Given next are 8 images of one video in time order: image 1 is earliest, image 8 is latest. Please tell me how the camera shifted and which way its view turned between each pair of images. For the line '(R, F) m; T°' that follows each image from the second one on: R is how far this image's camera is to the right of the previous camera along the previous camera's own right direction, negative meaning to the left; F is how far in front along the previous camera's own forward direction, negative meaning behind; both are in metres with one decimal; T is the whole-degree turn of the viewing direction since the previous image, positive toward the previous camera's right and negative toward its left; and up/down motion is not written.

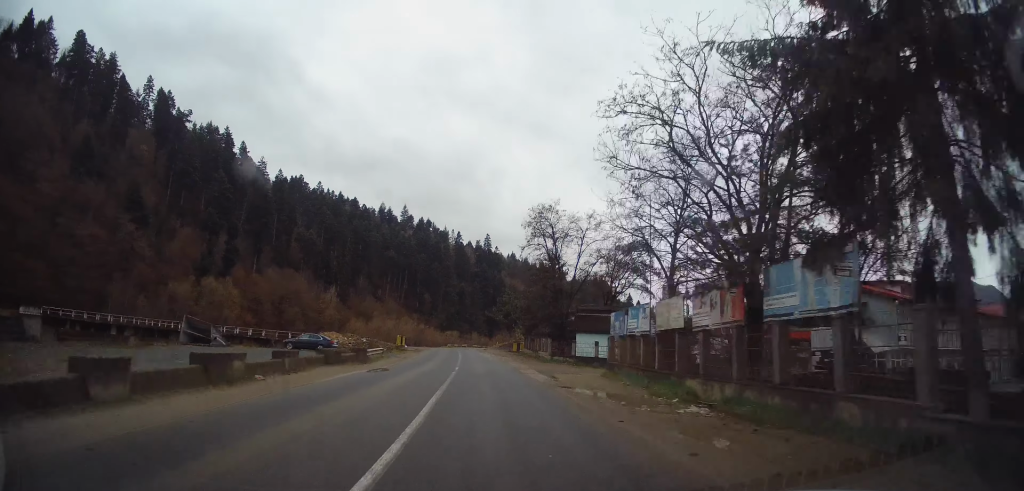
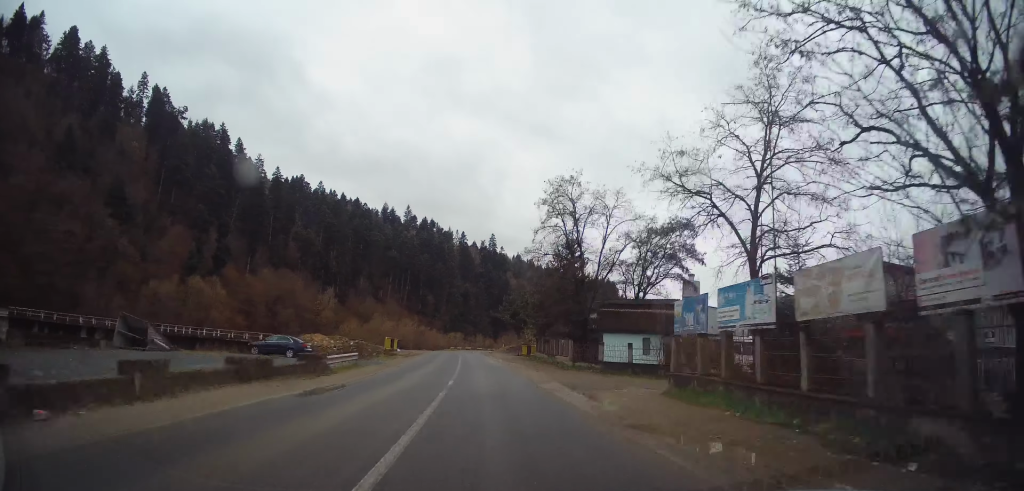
(+0.2, +7.7) m; 0°
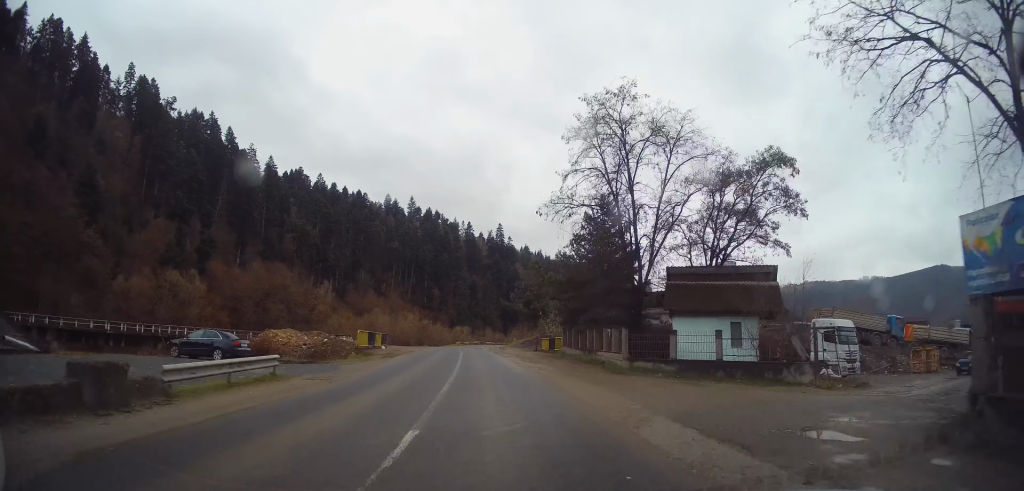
(-0.1, +11.0) m; -2°
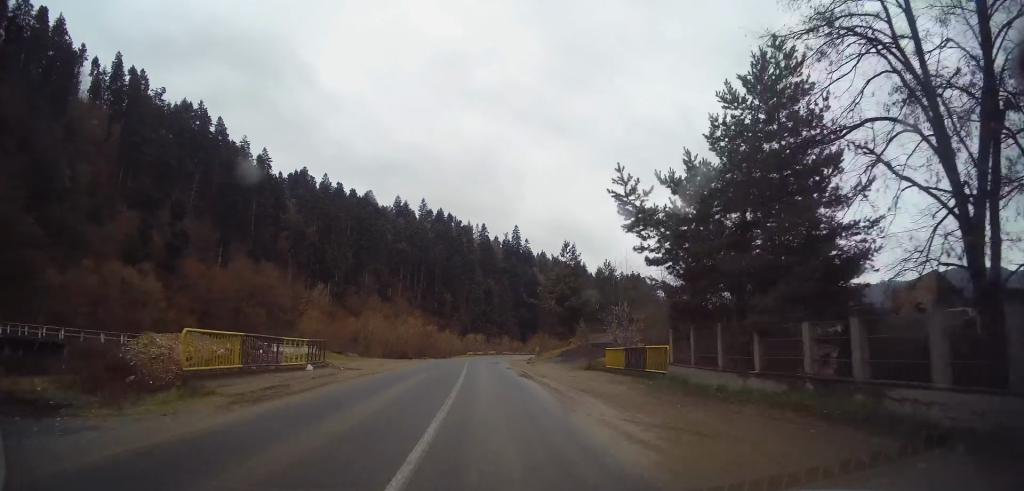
(-0.6, +18.1) m; -2°
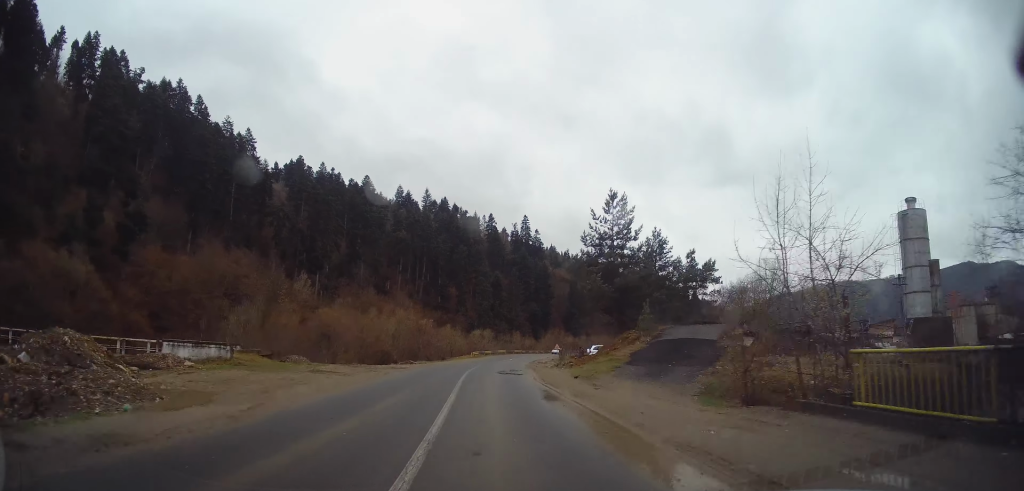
(0.0, +16.2) m; +1°
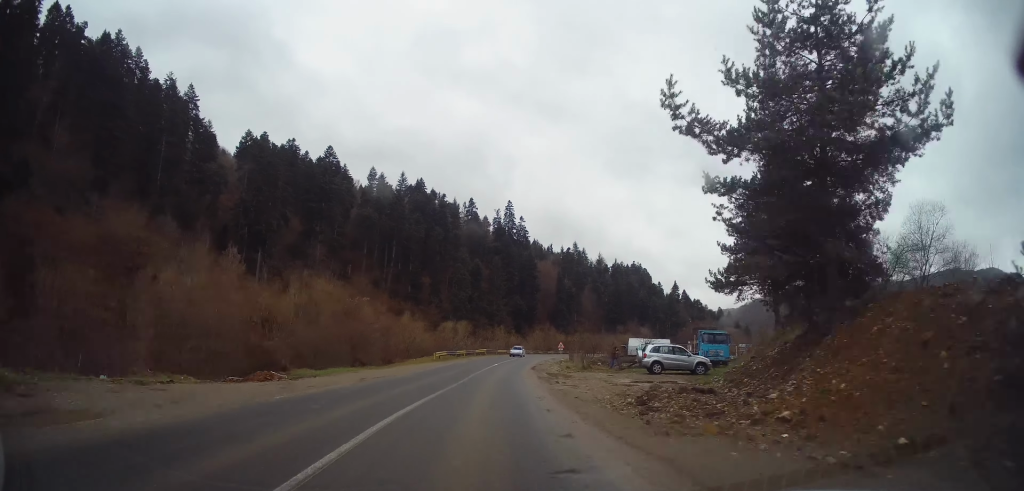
(+0.6, +24.3) m; +2°
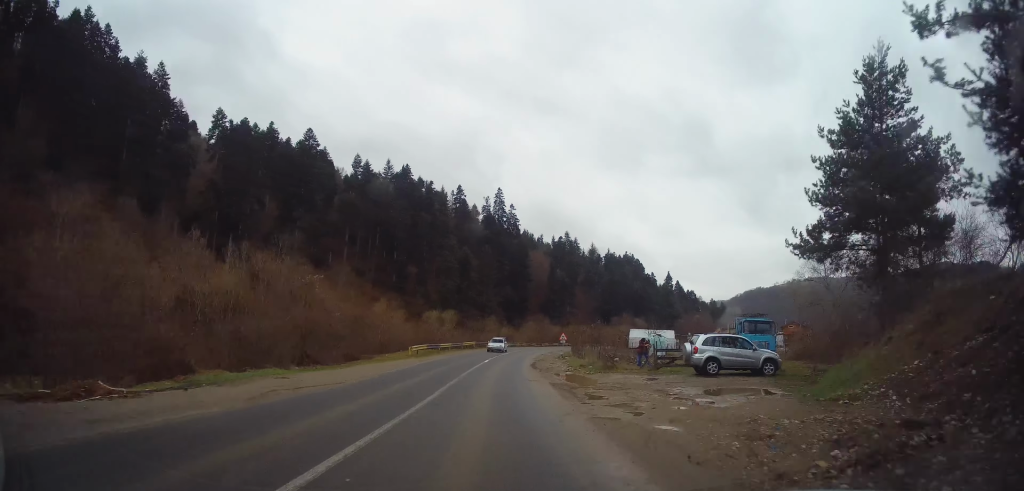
(0.0, +9.0) m; +1°
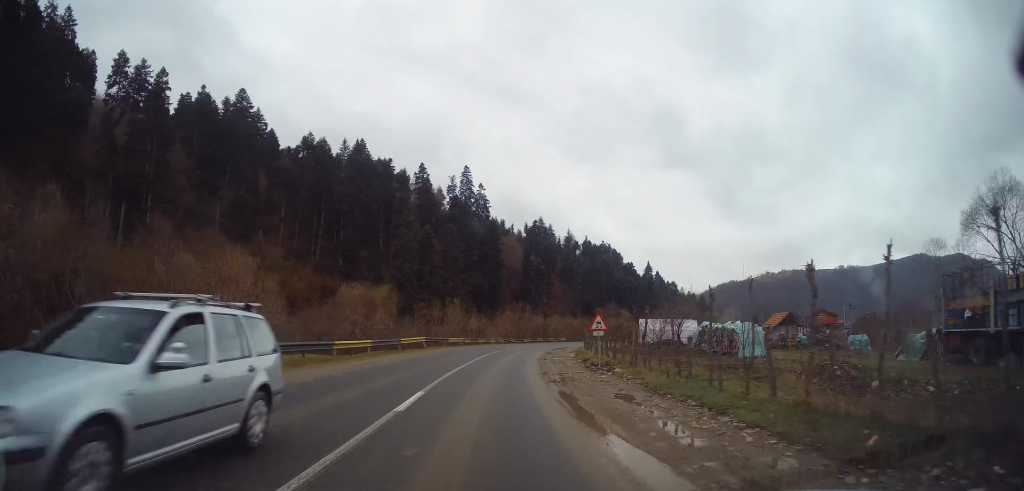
(+0.8, +25.7) m; +4°
